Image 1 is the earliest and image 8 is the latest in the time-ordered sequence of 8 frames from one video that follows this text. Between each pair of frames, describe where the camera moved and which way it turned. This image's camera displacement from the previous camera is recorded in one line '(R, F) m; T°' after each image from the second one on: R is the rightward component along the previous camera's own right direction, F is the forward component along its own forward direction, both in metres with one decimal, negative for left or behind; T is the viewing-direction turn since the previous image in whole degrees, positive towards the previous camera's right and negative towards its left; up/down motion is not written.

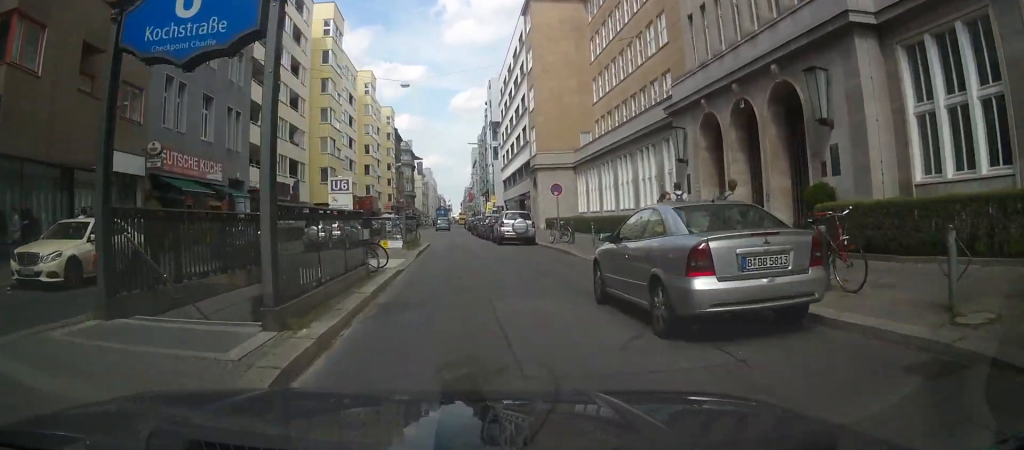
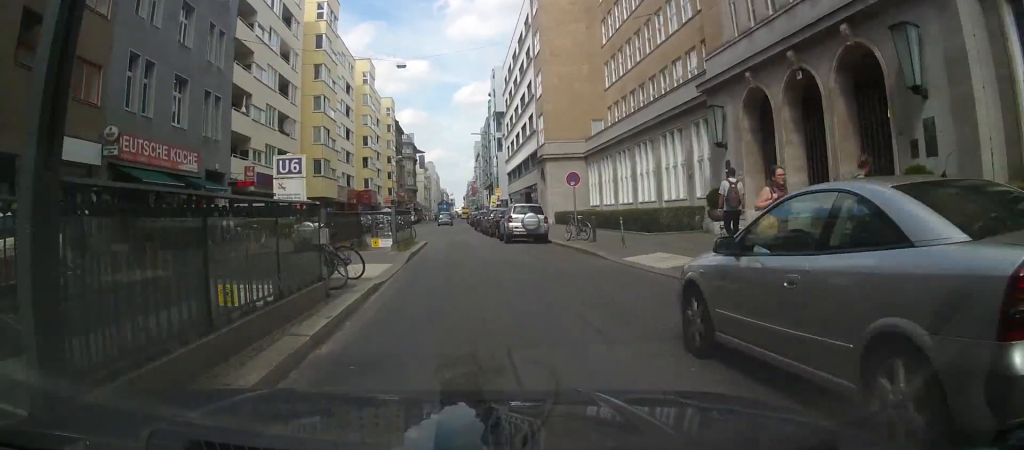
(0.0, +3.6) m; 0°
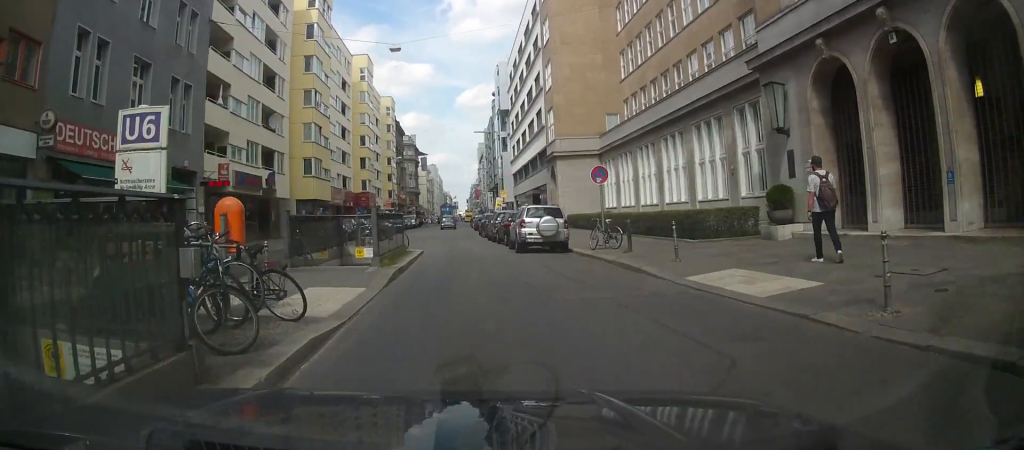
(0.0, +4.2) m; 0°
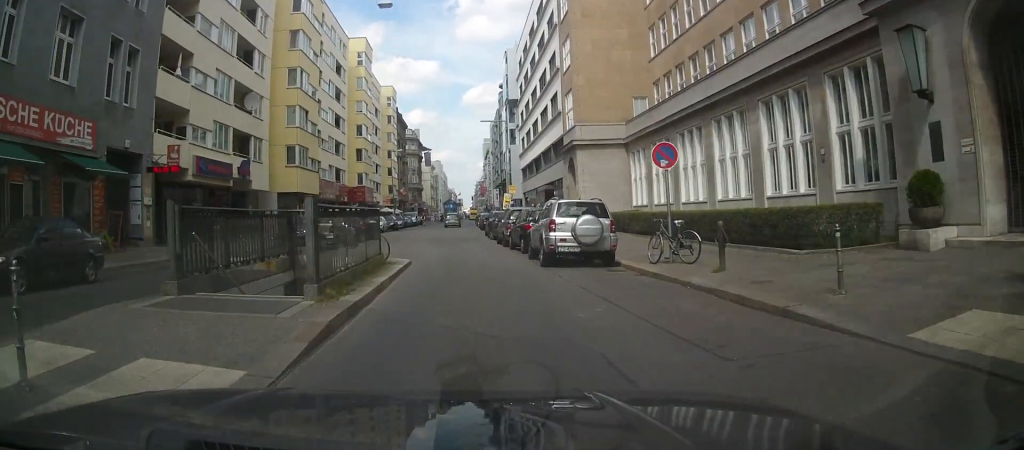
(0.0, +5.9) m; 0°
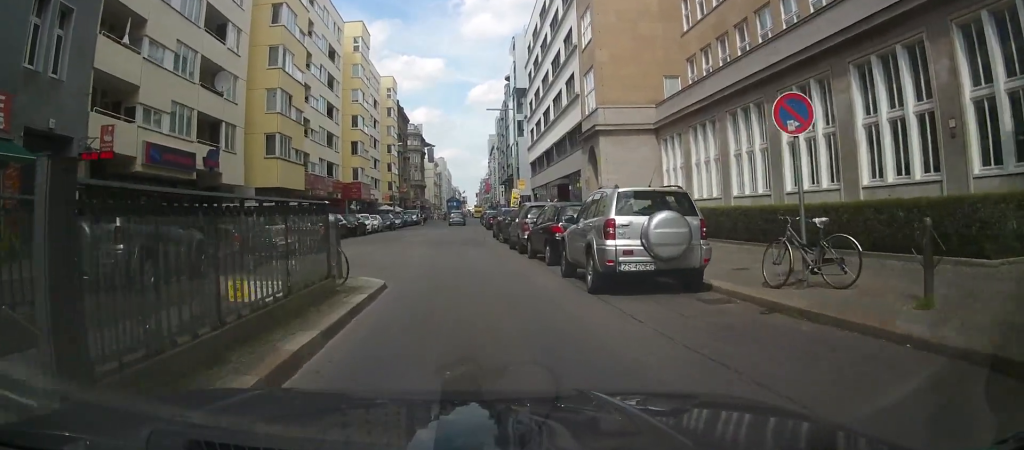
(+0.1, +5.2) m; 0°
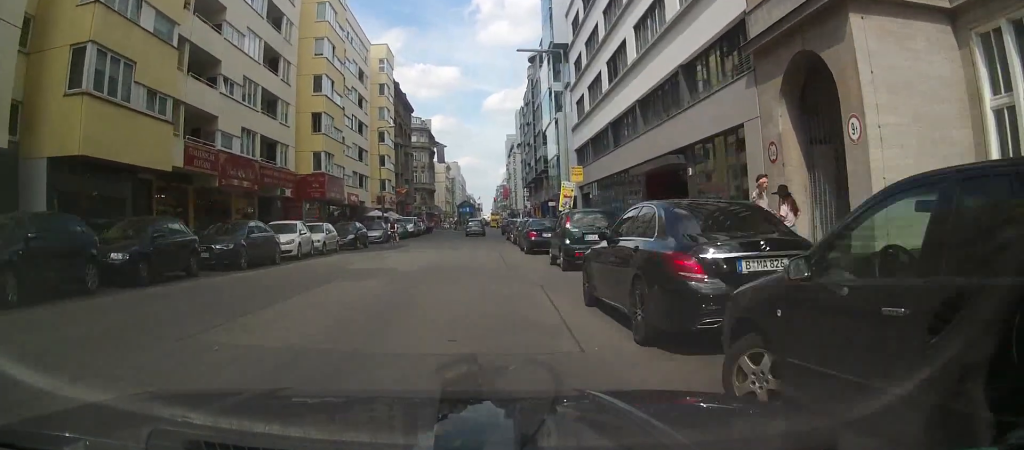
(-0.8, +21.1) m; -4°
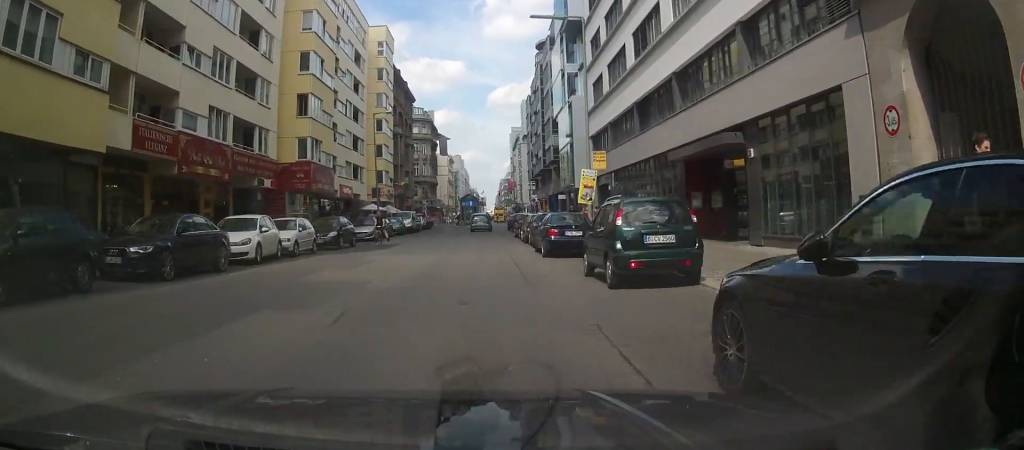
(-0.2, +4.6) m; 0°
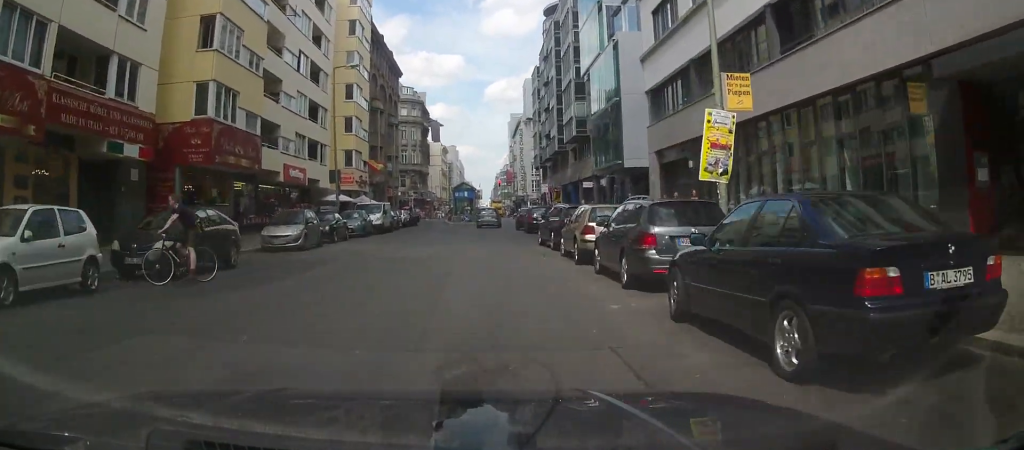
(+0.3, +14.3) m; +2°
